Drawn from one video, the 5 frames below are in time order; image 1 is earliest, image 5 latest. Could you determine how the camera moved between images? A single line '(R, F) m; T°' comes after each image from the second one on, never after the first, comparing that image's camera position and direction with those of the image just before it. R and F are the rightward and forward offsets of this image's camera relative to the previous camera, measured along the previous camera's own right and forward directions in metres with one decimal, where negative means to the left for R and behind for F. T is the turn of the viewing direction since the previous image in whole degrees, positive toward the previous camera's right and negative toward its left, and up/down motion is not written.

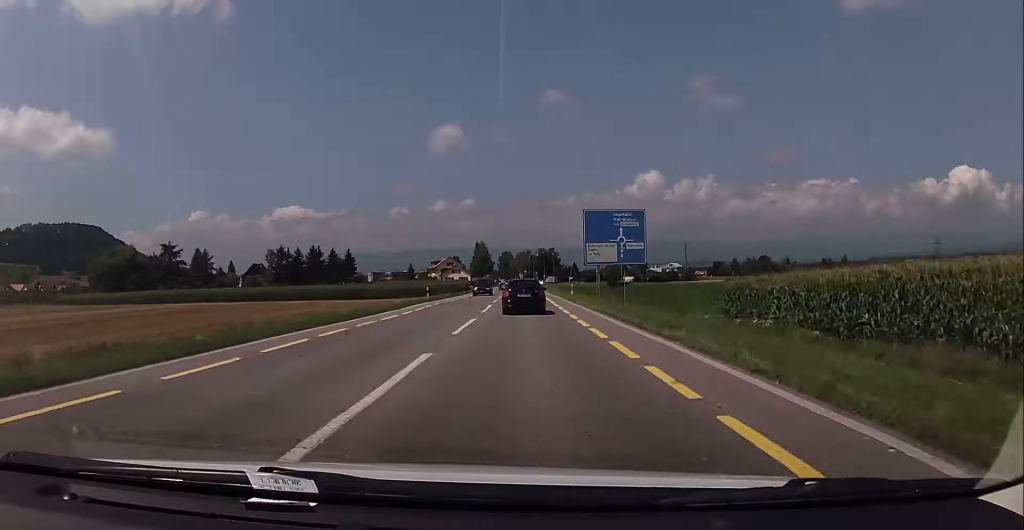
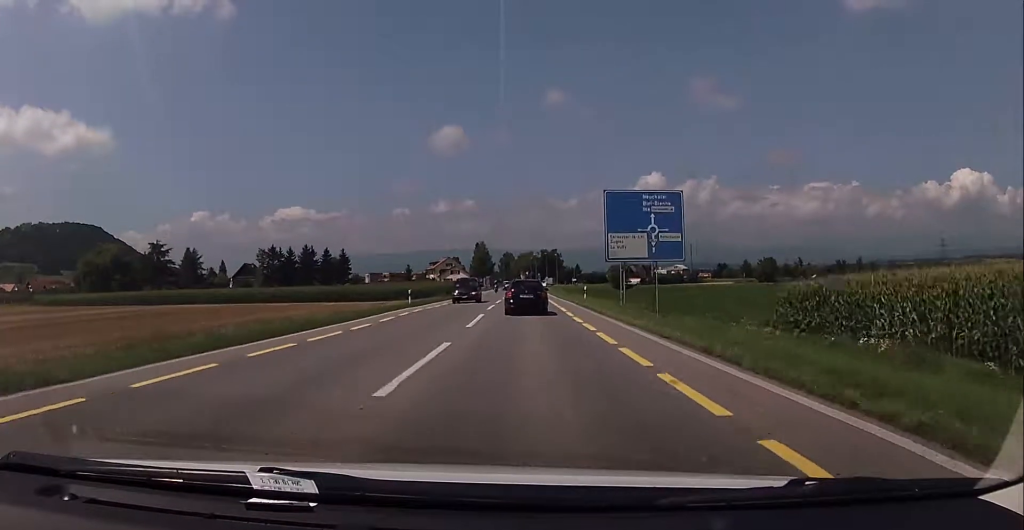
(+0.1, +9.0) m; +1°
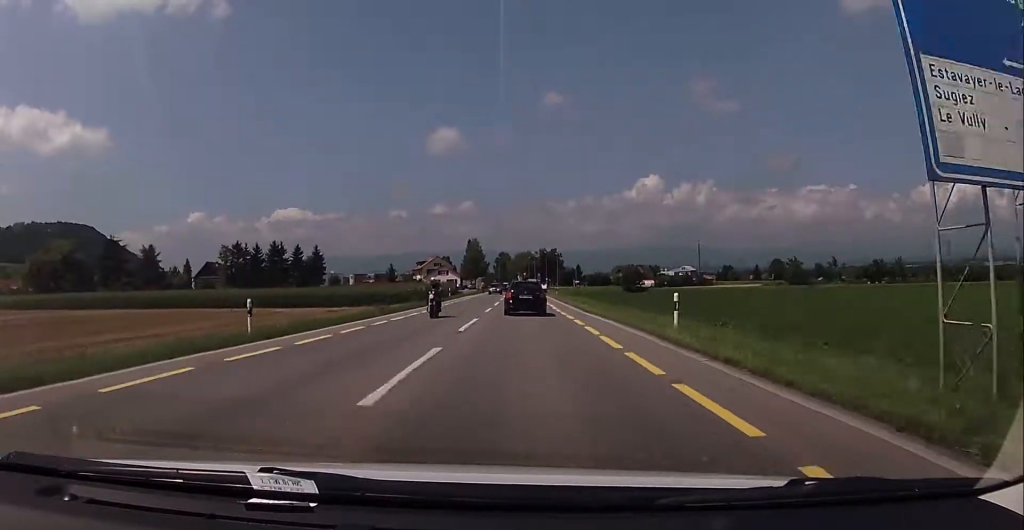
(+0.3, +25.1) m; 0°
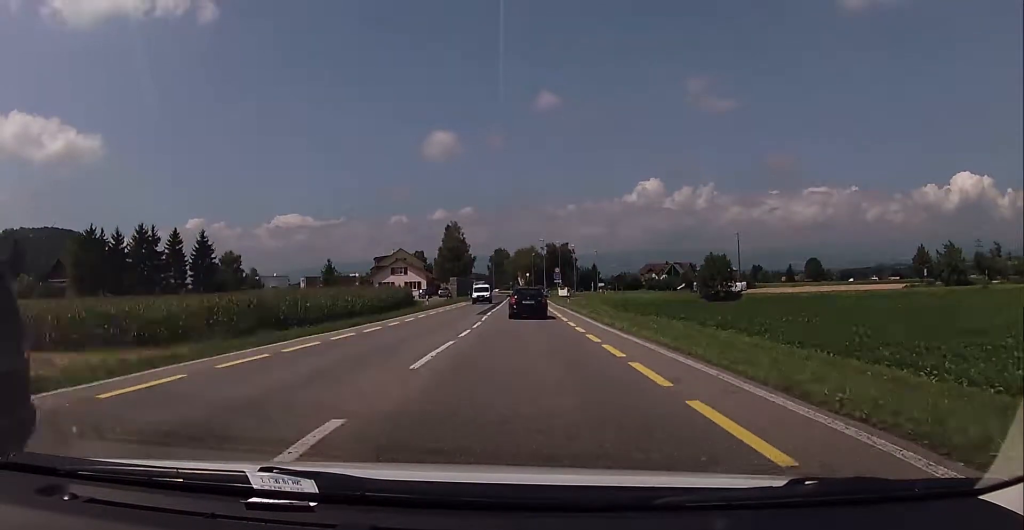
(-0.6, +68.6) m; 0°
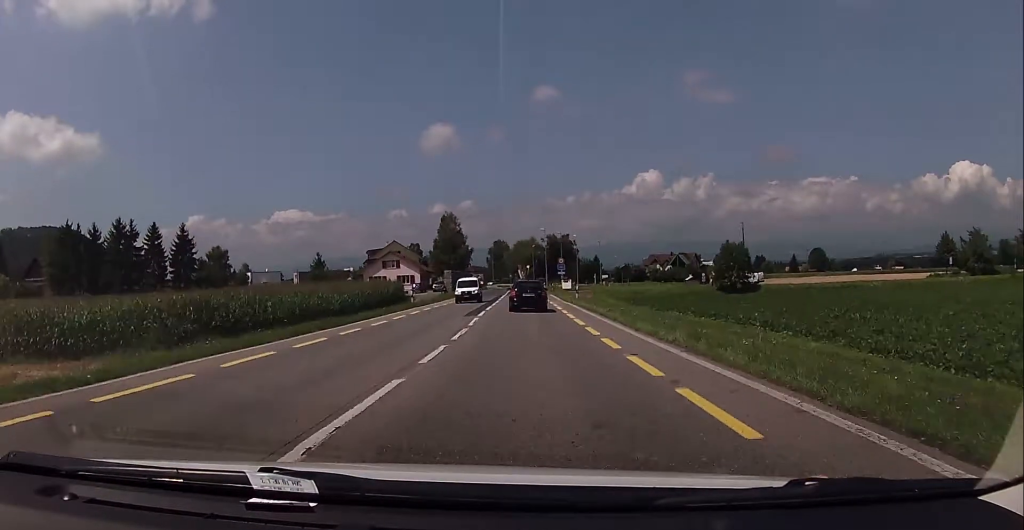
(-0.1, +7.3) m; 0°
